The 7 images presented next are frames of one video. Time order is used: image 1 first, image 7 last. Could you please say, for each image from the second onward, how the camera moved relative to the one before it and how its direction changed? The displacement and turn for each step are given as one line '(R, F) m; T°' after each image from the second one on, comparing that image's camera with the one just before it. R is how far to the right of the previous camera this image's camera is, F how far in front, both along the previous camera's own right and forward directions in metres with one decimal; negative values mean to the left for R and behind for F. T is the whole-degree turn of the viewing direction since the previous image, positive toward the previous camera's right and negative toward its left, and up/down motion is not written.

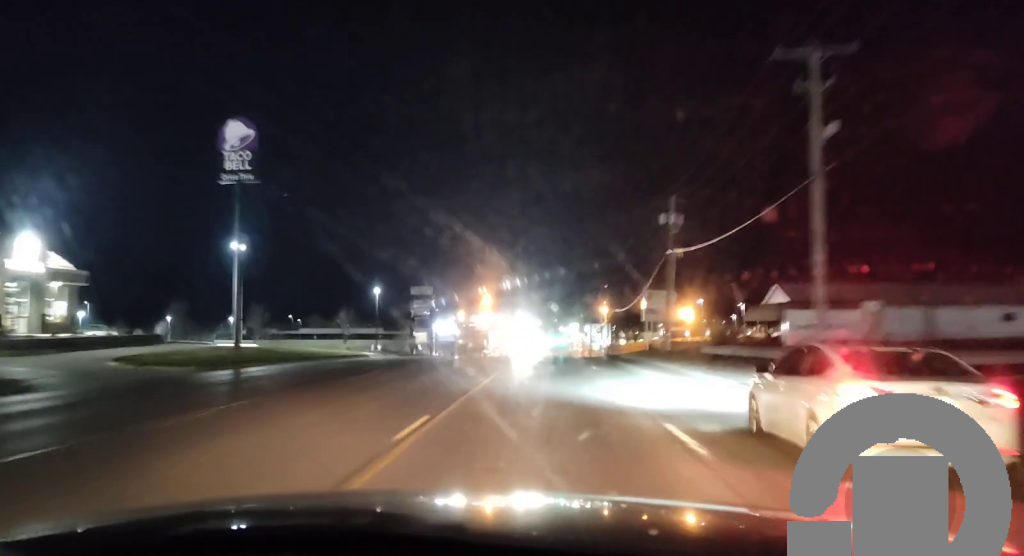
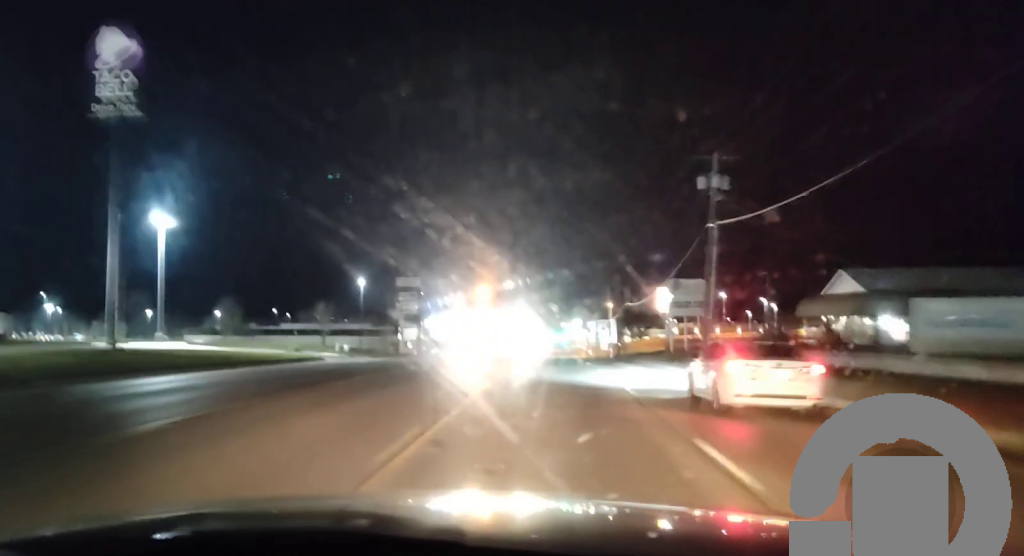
(0.0, +13.6) m; 0°
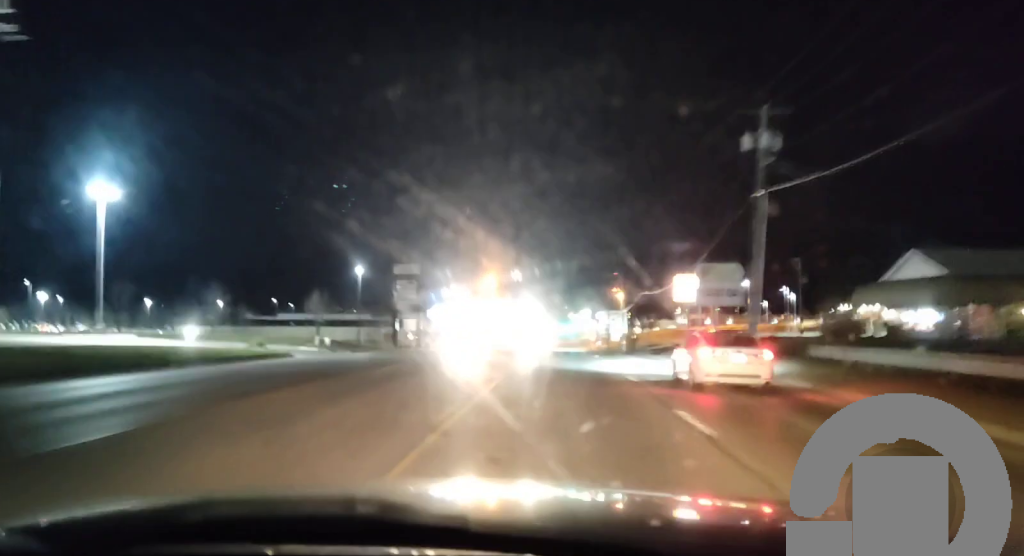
(0.0, +9.4) m; 0°
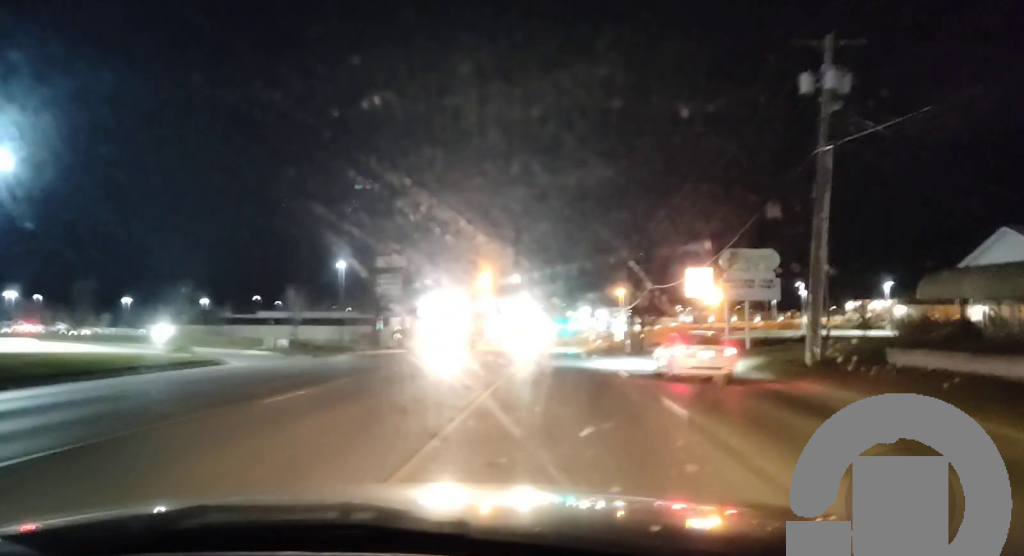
(0.0, +8.9) m; 0°
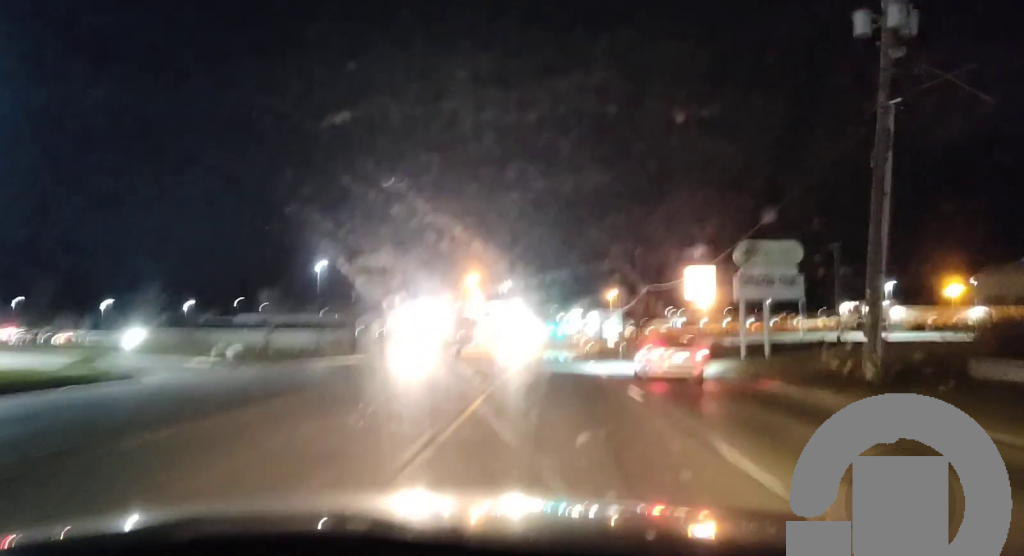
(0.0, +6.7) m; 0°
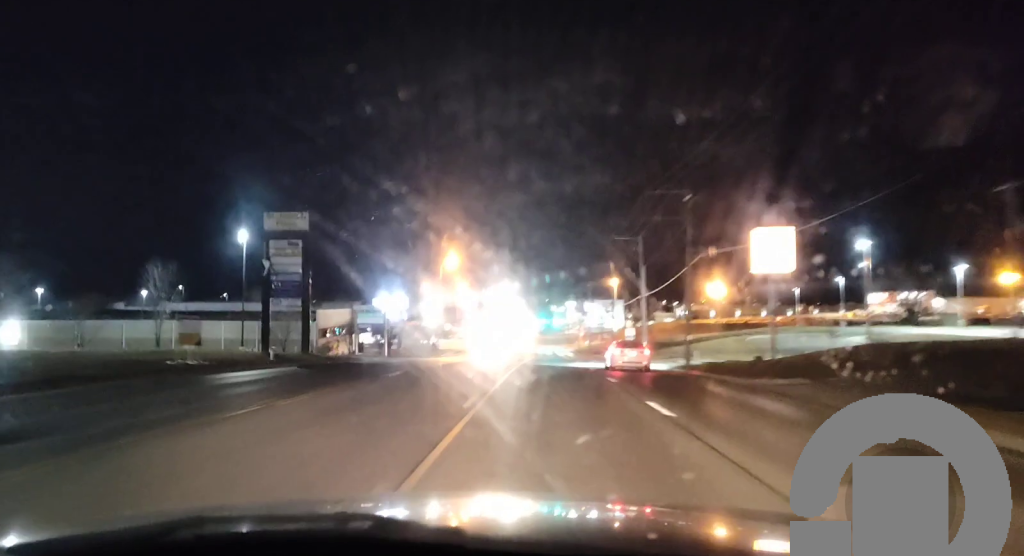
(+0.1, +28.3) m; 0°
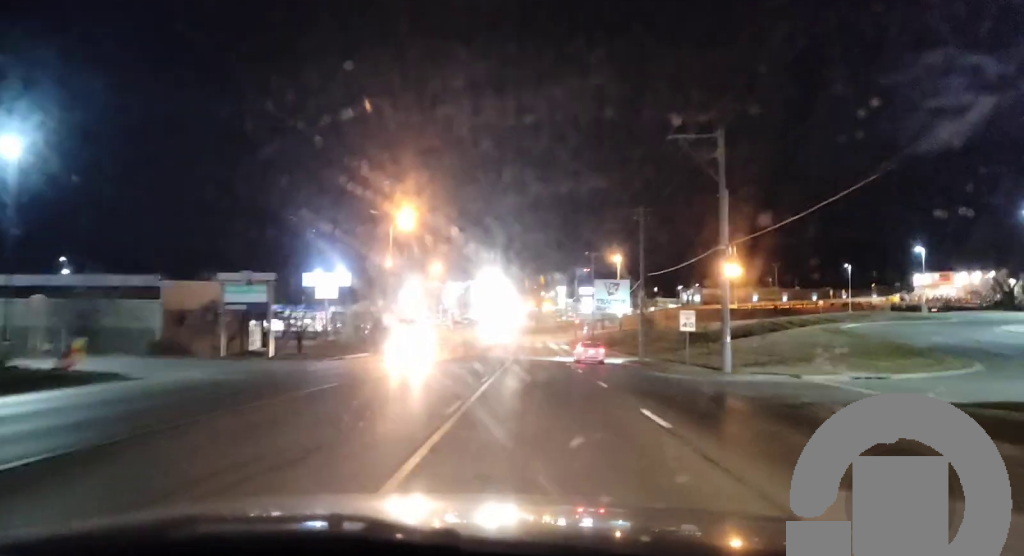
(+0.2, +36.8) m; 0°
